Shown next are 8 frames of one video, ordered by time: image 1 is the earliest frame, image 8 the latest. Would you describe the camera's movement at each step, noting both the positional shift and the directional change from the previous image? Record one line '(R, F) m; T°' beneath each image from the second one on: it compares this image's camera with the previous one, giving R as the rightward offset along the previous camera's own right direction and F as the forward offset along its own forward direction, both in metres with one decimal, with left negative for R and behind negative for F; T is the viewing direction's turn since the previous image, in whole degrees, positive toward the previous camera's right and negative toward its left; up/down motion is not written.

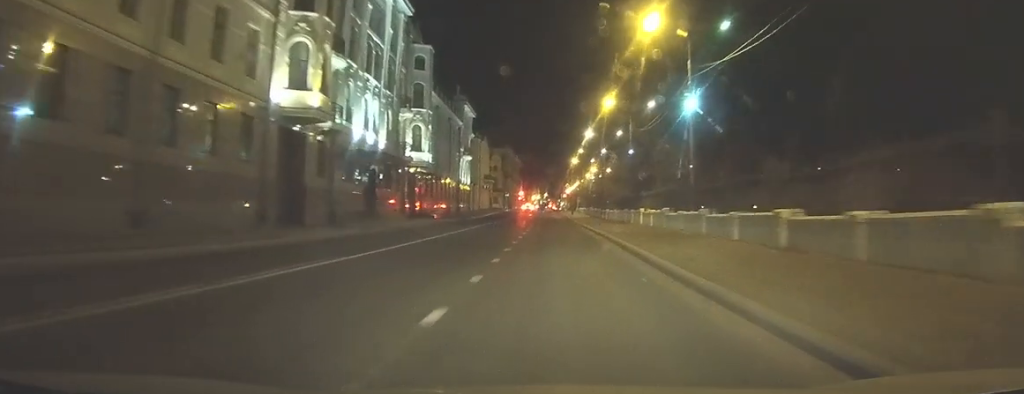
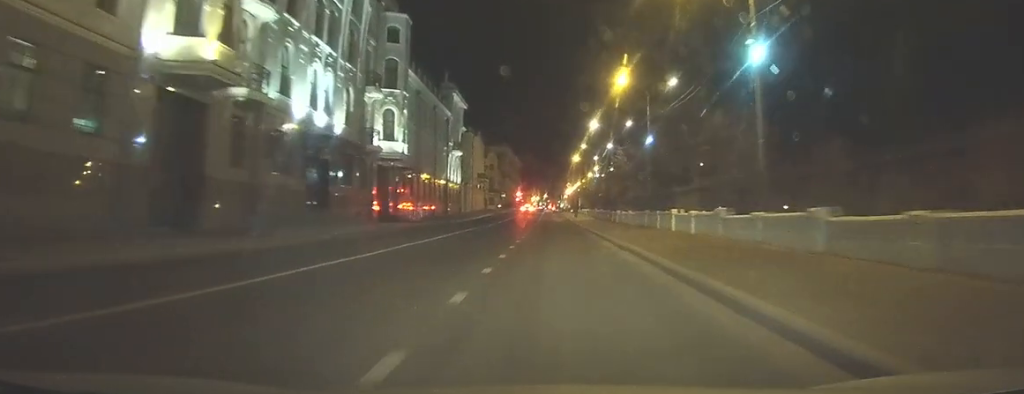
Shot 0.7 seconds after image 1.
(-0.1, +10.6) m; +1°
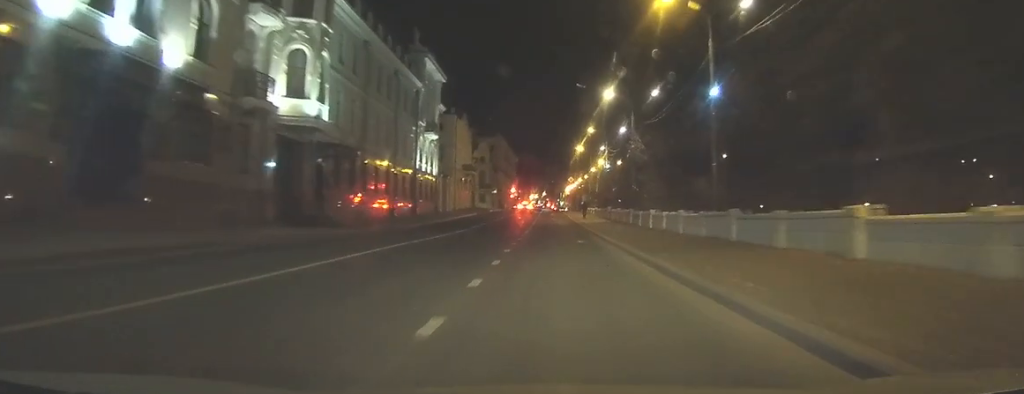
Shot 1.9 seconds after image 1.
(+0.4, +18.7) m; +1°
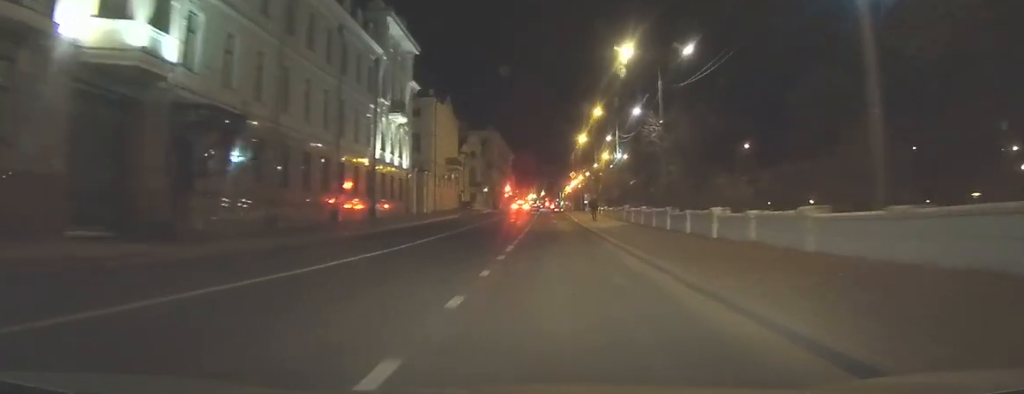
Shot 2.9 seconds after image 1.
(-0.2, +14.5) m; -1°
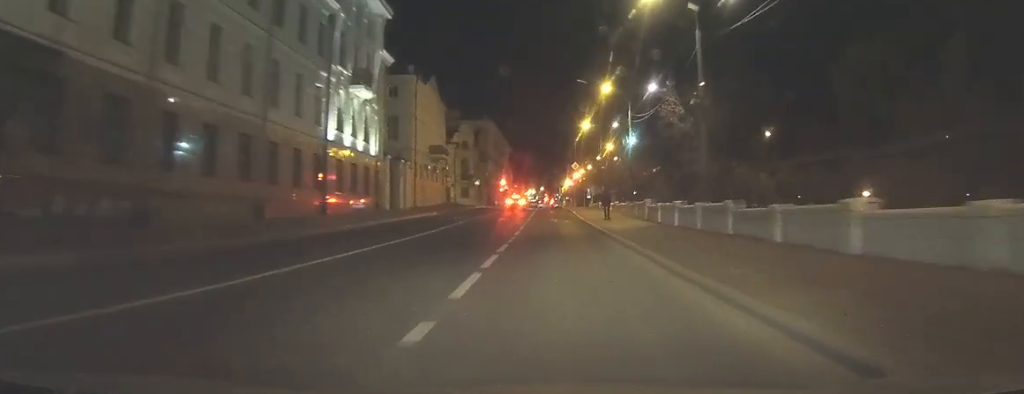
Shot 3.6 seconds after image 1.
(0.0, +10.9) m; -1°
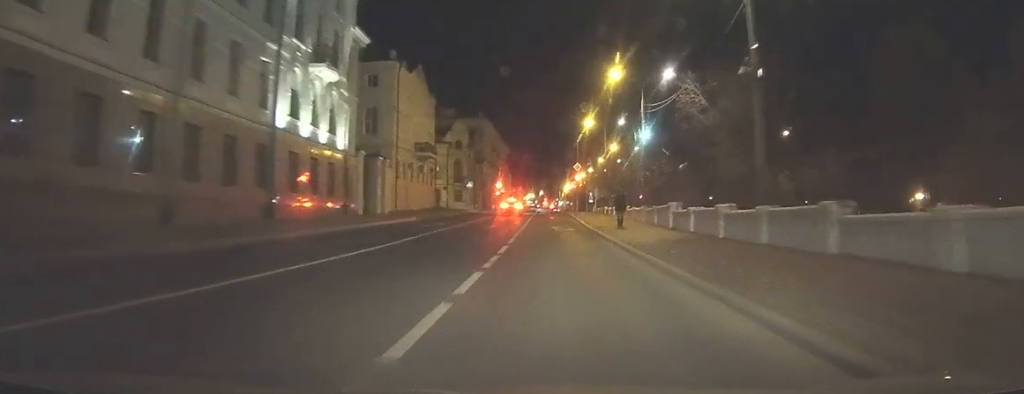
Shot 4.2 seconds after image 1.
(-0.1, +7.6) m; -1°
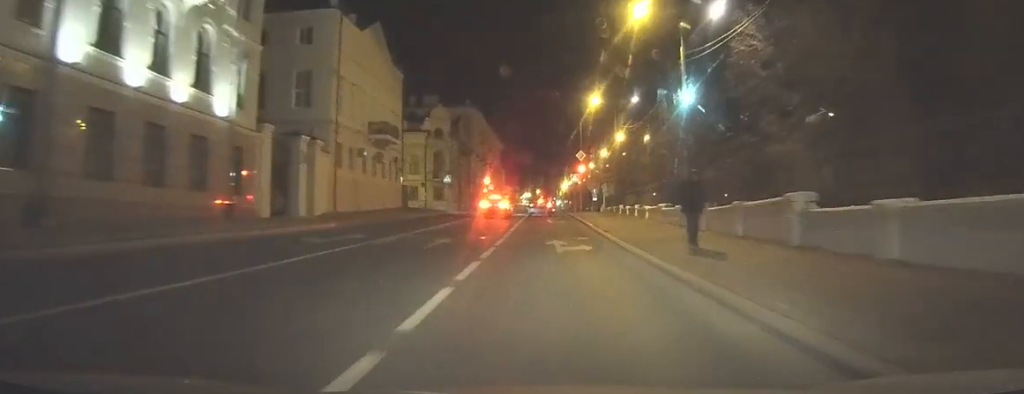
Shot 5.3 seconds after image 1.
(-0.3, +15.6) m; -2°
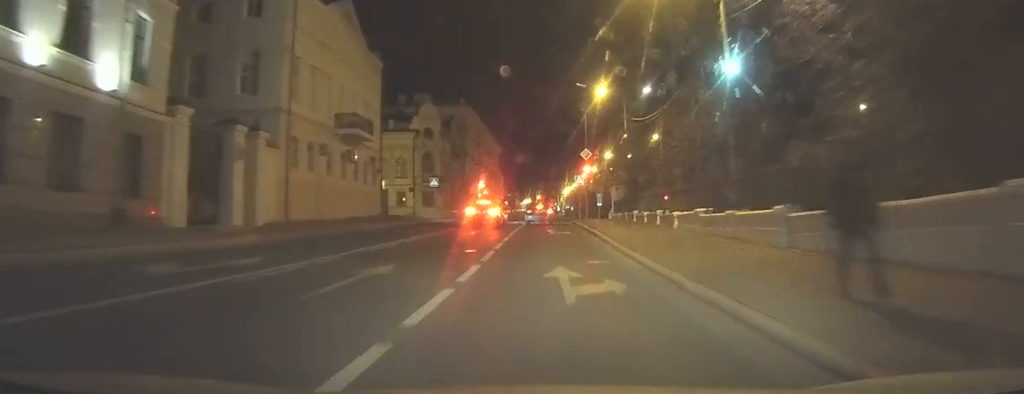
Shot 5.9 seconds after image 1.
(0.0, +8.2) m; 0°
